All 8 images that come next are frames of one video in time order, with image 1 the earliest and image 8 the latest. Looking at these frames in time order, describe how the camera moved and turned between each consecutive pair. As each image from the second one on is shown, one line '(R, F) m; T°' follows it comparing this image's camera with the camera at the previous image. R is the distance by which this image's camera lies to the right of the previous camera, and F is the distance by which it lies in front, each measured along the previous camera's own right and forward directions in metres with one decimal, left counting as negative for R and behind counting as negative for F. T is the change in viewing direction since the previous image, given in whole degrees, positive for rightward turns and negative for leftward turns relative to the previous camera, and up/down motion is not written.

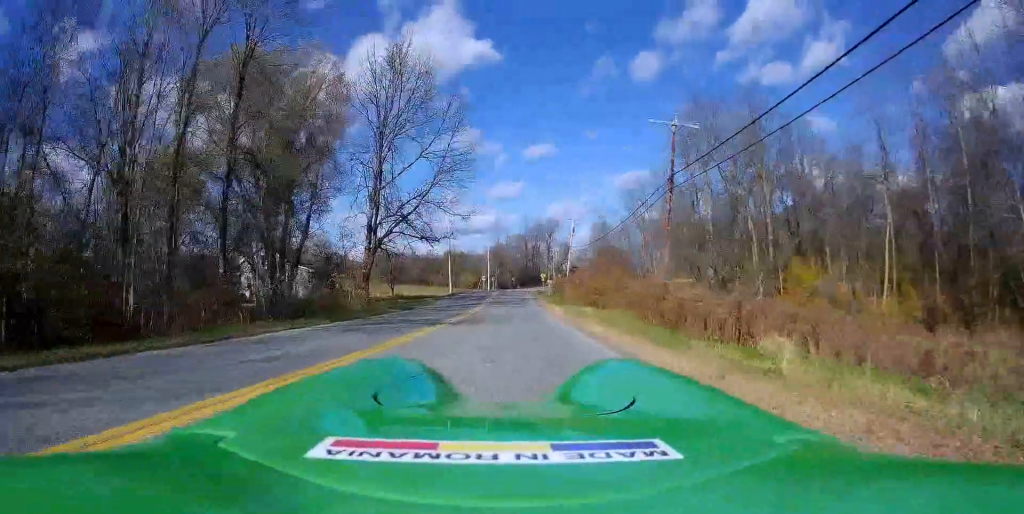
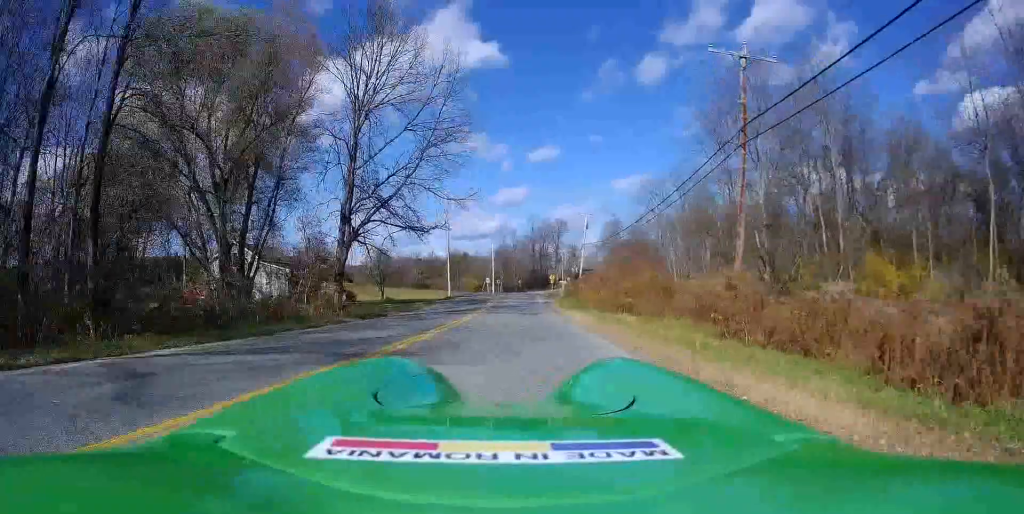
(0.0, +10.2) m; +1°
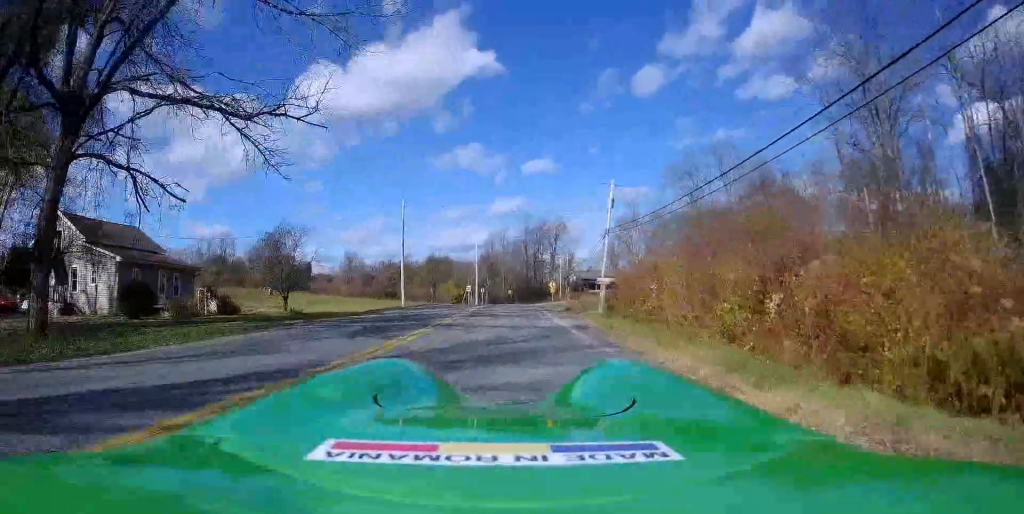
(+0.5, +24.6) m; +2°
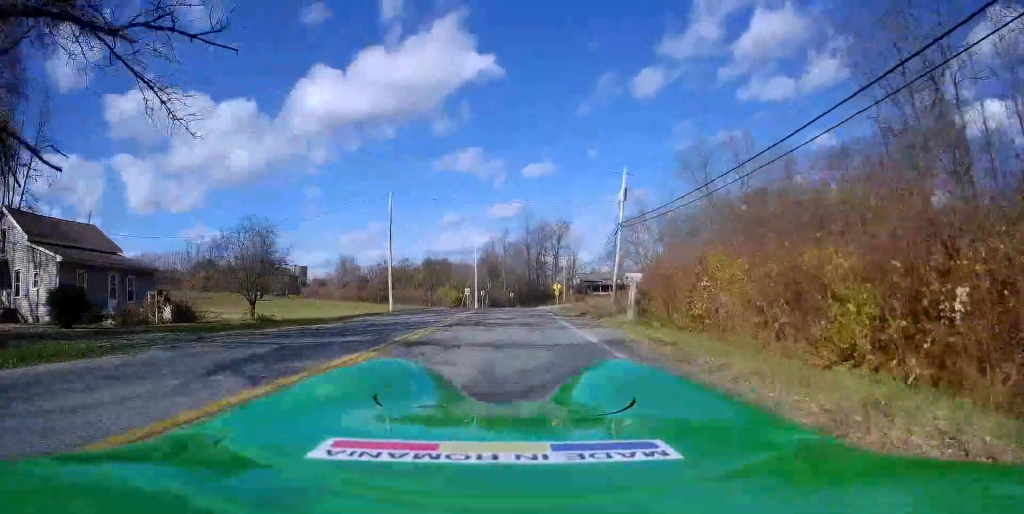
(+0.1, +4.9) m; 0°
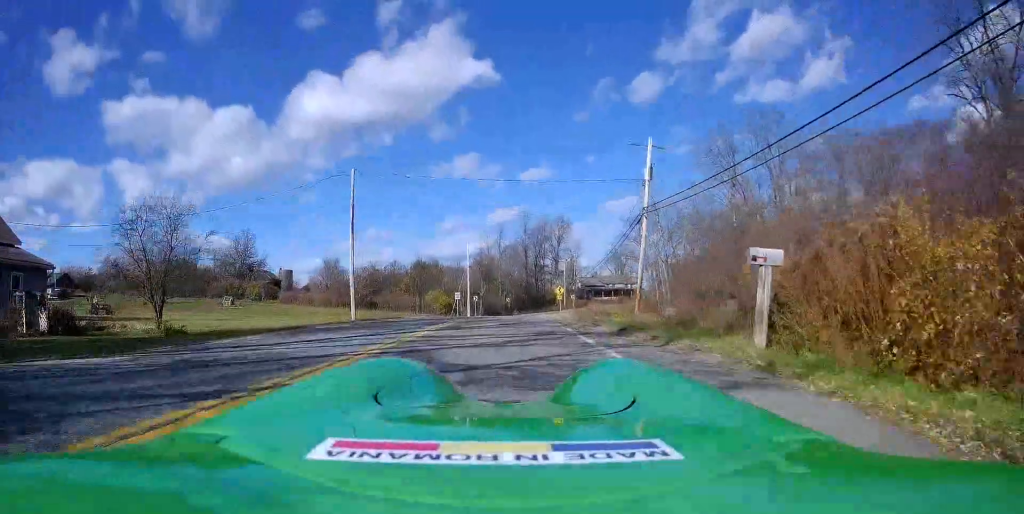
(-0.1, +9.0) m; -1°
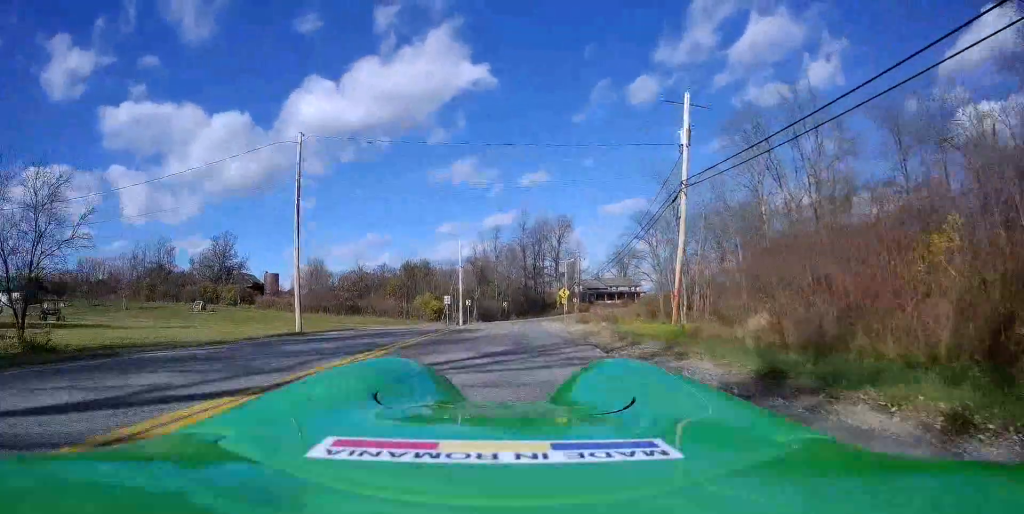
(-0.1, +8.5) m; -1°
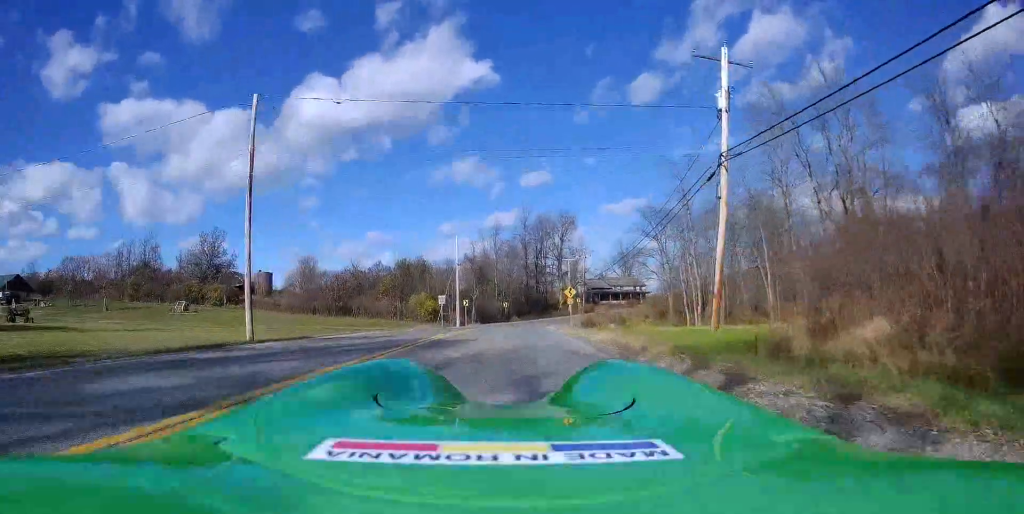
(0.0, +4.9) m; 0°
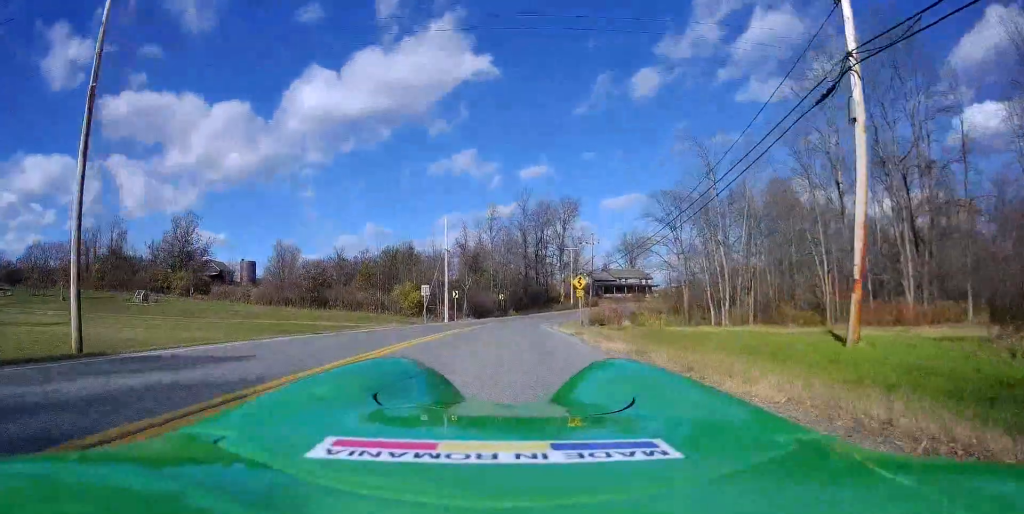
(-0.1, +9.2) m; -1°
